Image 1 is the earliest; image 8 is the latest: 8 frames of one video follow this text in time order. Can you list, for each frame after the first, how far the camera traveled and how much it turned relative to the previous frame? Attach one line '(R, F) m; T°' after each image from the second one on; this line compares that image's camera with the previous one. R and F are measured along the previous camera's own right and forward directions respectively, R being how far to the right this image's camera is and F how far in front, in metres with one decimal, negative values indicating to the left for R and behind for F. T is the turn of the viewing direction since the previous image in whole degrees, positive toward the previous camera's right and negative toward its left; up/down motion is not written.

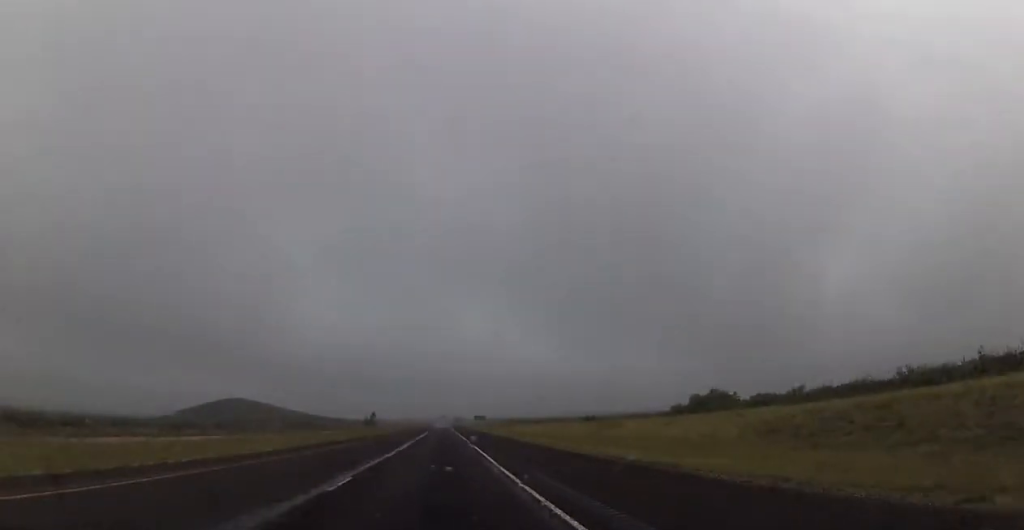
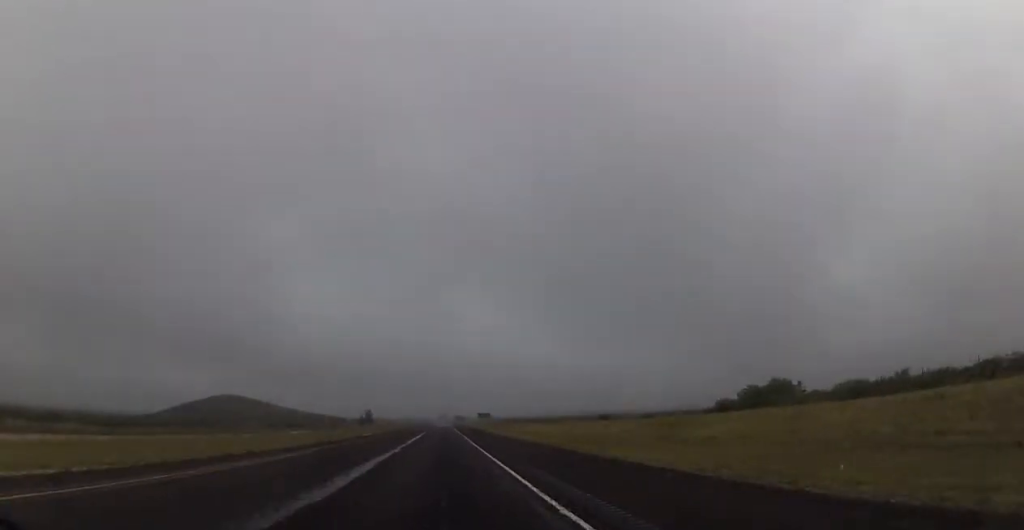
(+0.1, +21.0) m; 0°
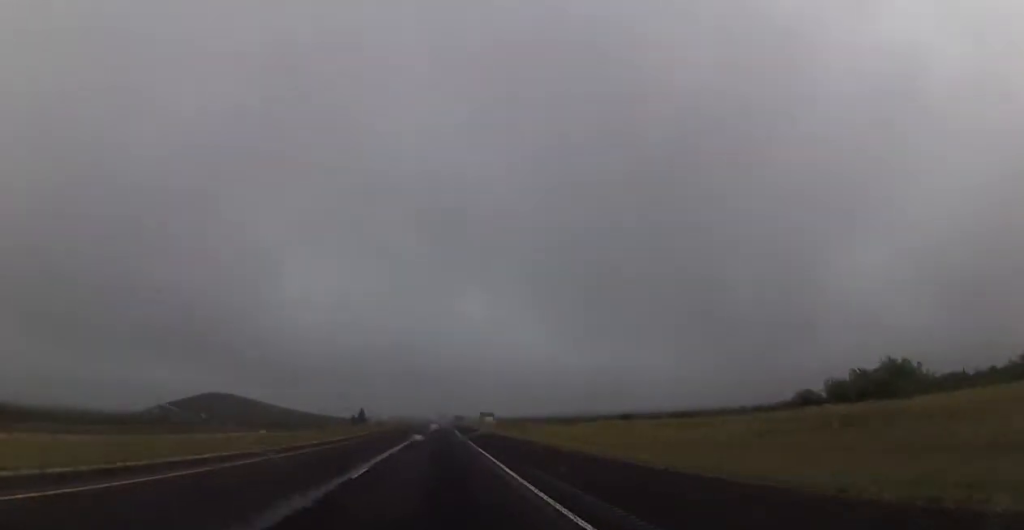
(+0.1, +25.7) m; -1°
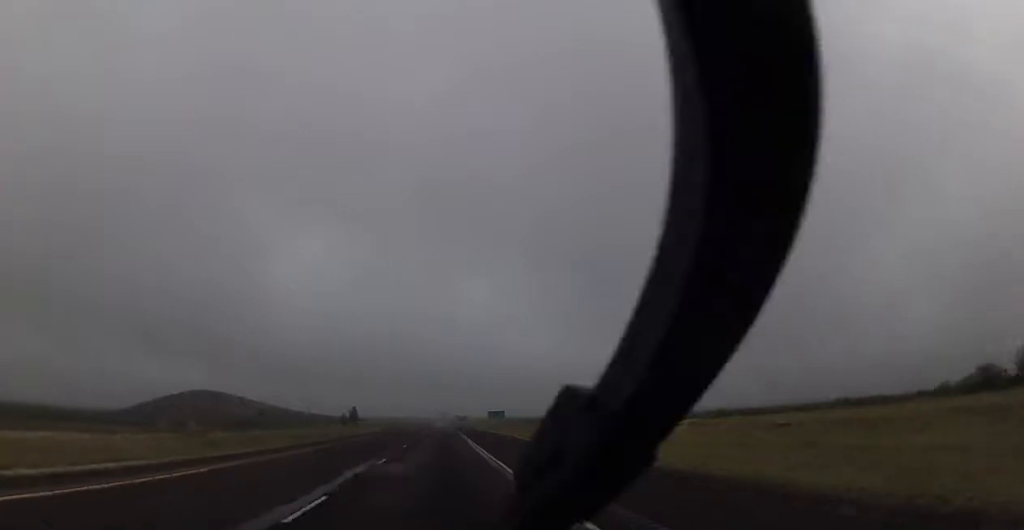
(-0.3, +31.6) m; 0°
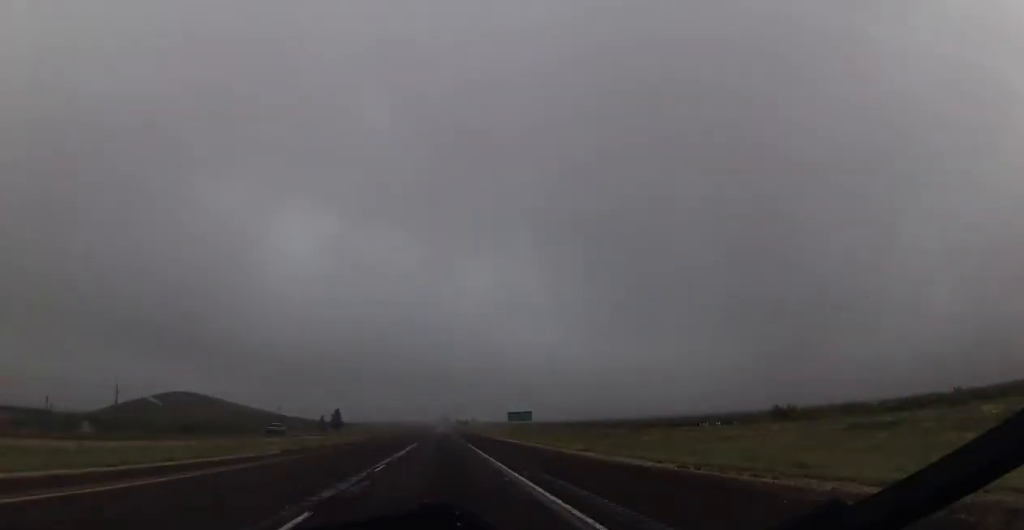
(+0.5, +51.3) m; +1°
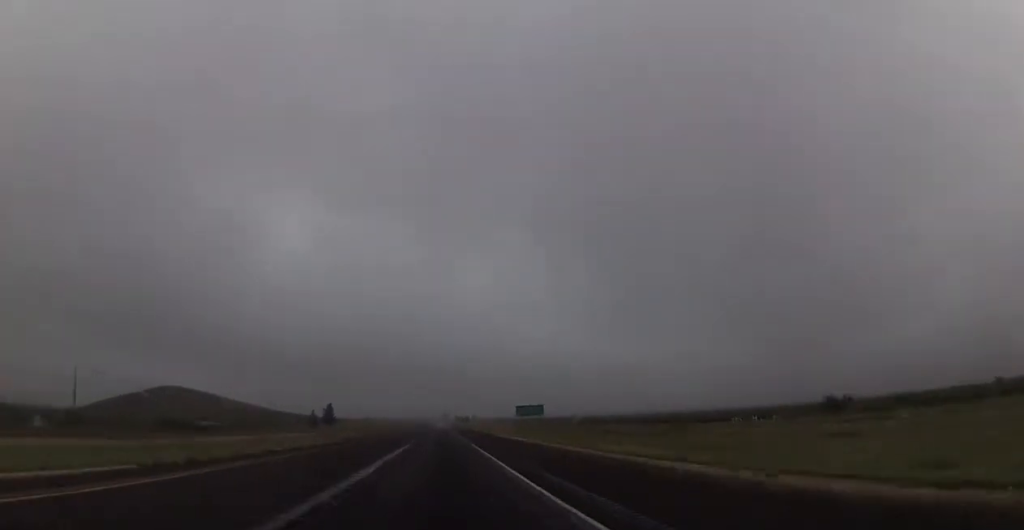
(0.0, +15.2) m; 0°
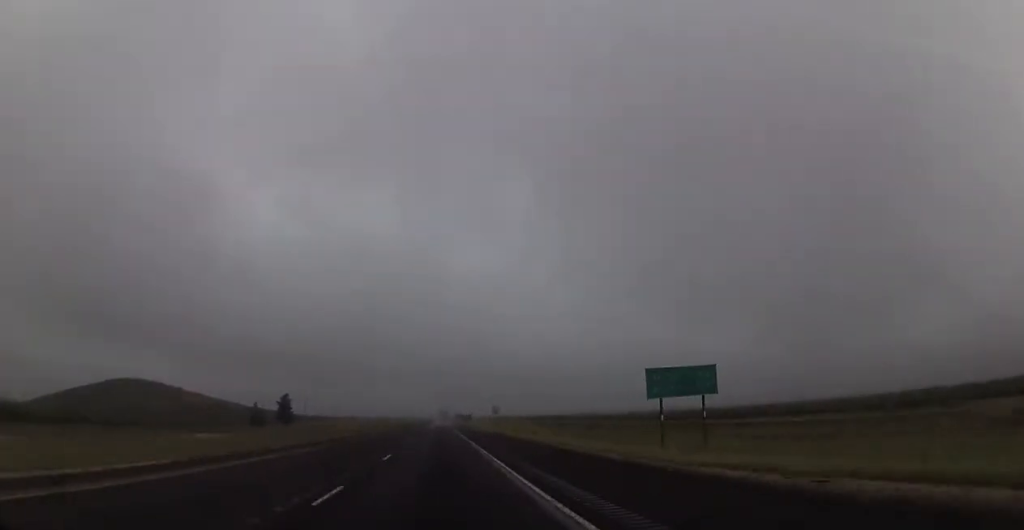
(-0.6, +67.7) m; -1°
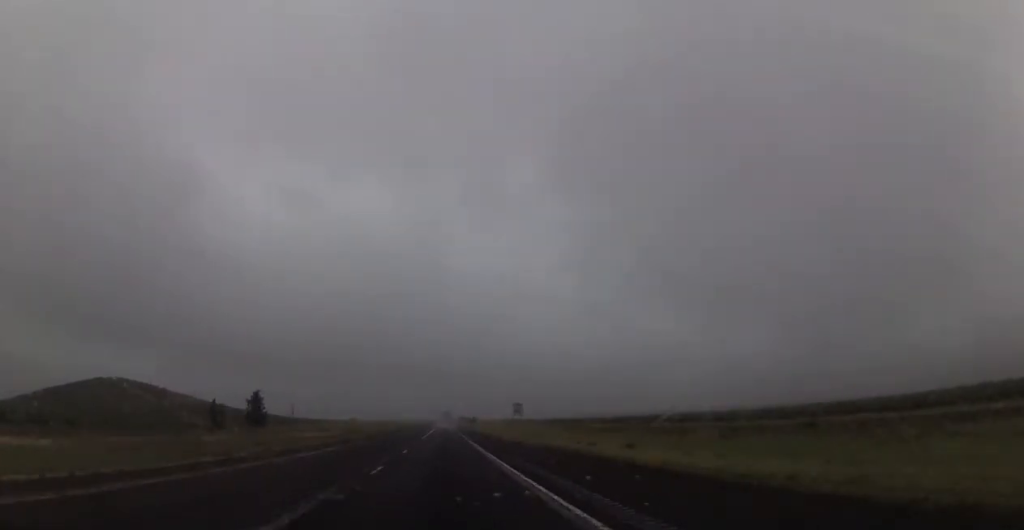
(+0.1, +30.4) m; 0°
